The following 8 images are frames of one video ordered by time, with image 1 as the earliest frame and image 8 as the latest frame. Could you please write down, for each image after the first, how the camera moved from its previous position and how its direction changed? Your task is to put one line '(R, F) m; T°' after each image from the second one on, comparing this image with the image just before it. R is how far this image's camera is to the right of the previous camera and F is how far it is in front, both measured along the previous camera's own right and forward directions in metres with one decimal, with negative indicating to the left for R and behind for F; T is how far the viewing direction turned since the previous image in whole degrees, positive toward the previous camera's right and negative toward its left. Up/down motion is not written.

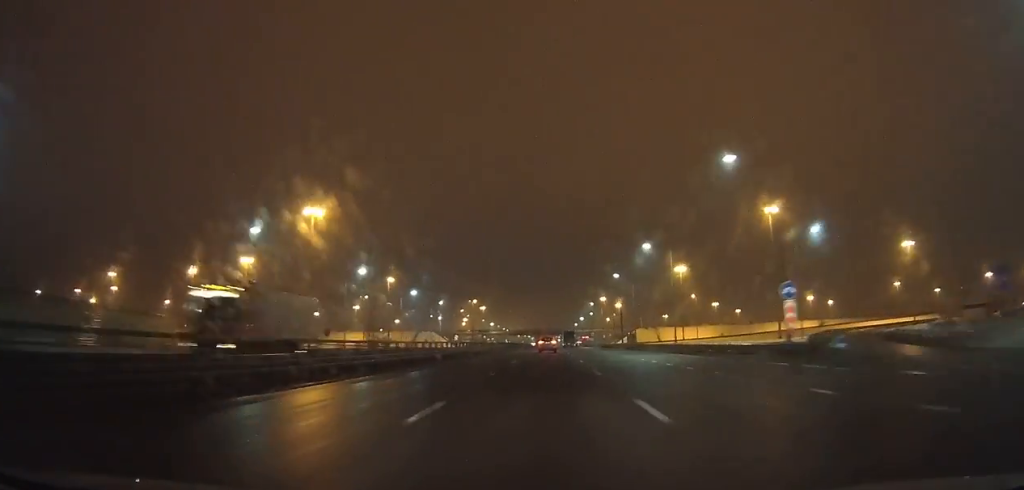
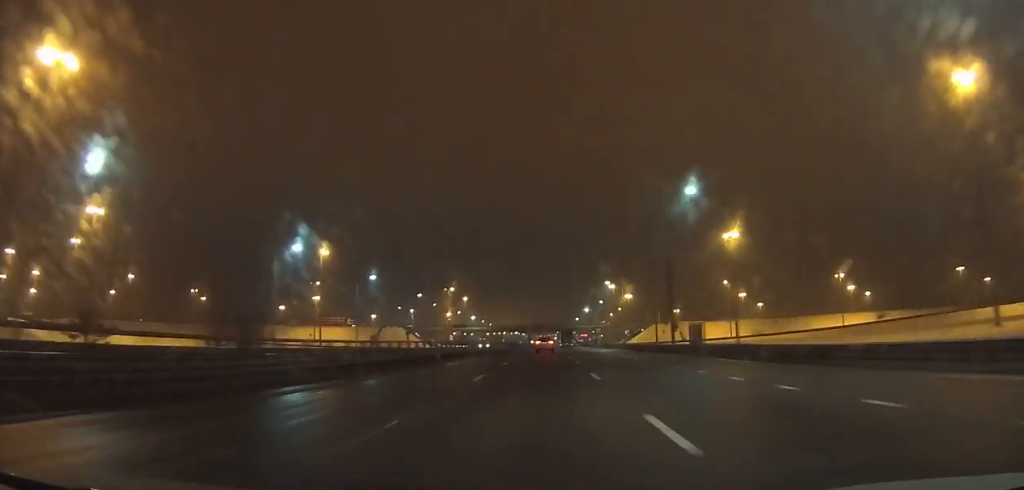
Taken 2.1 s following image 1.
(+0.3, +50.5) m; 0°
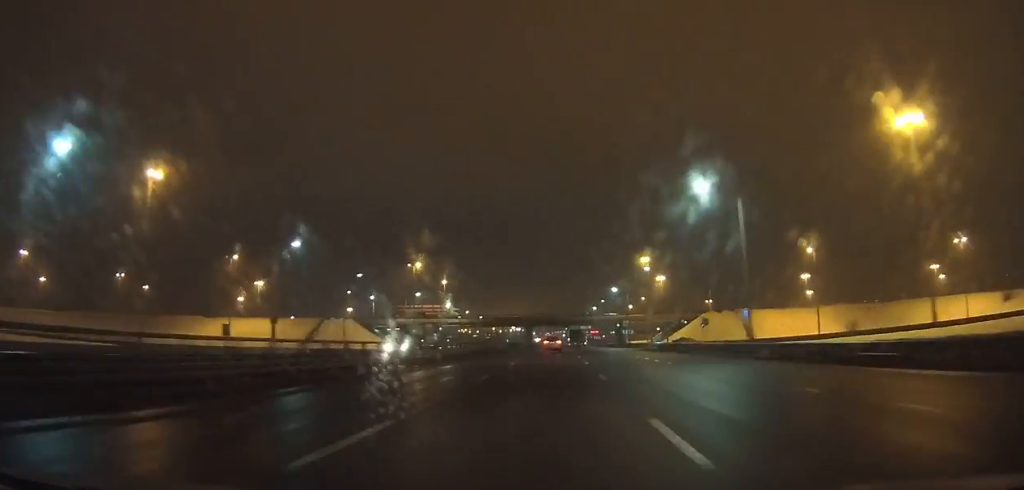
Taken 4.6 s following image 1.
(-0.1, +60.0) m; 0°
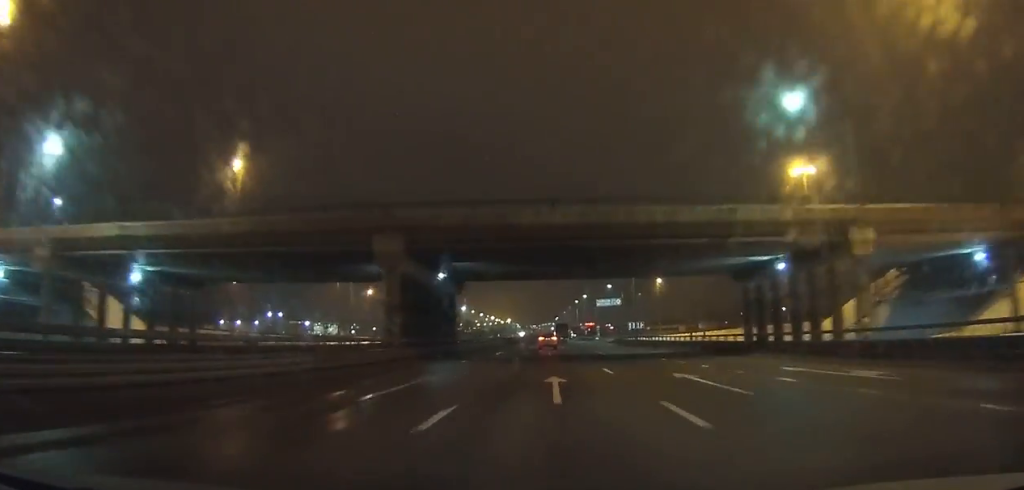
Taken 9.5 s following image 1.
(+0.6, +117.9) m; +1°
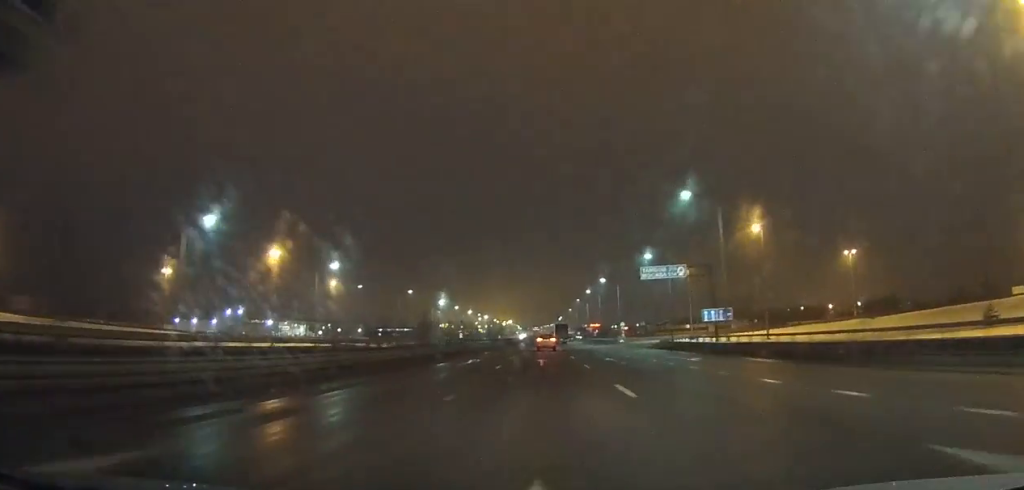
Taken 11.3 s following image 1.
(+0.1, +43.4) m; 0°
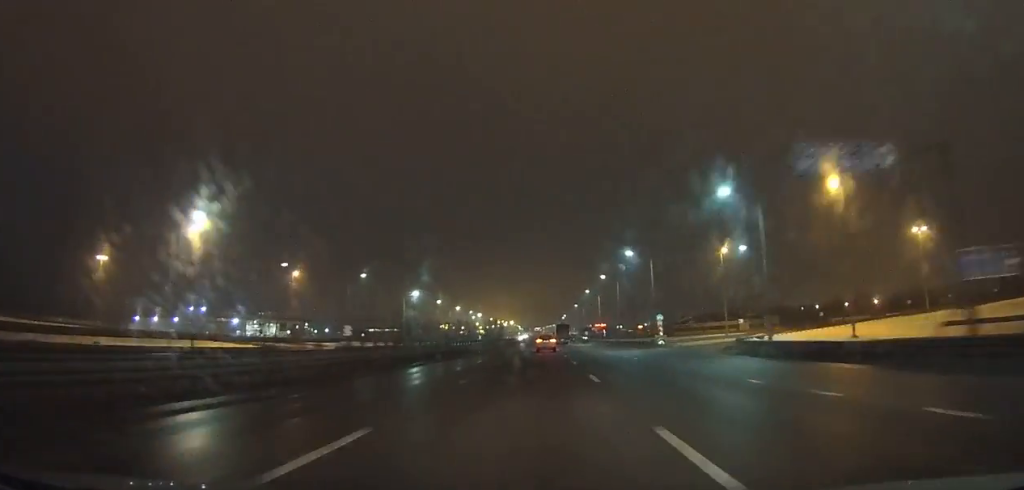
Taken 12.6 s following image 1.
(0.0, +31.4) m; 0°
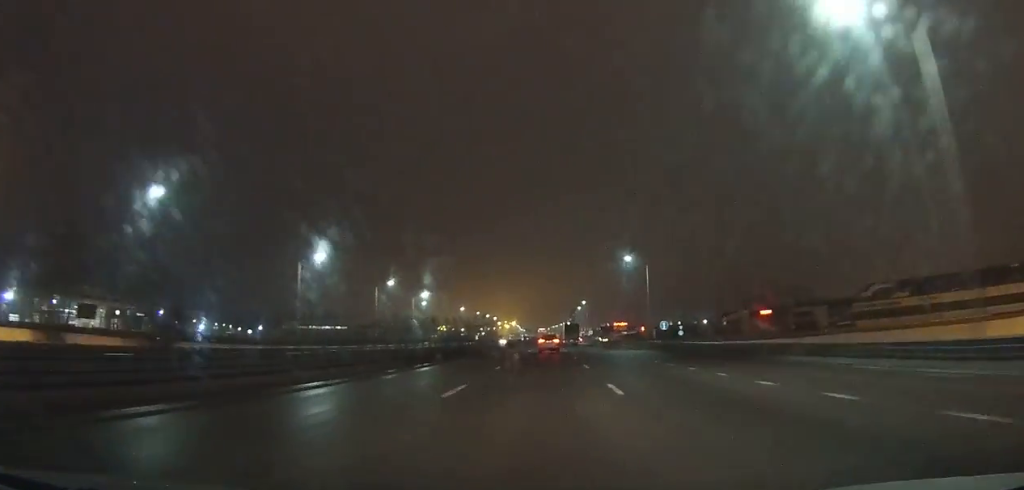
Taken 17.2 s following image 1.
(-0.9, +111.2) m; 0°
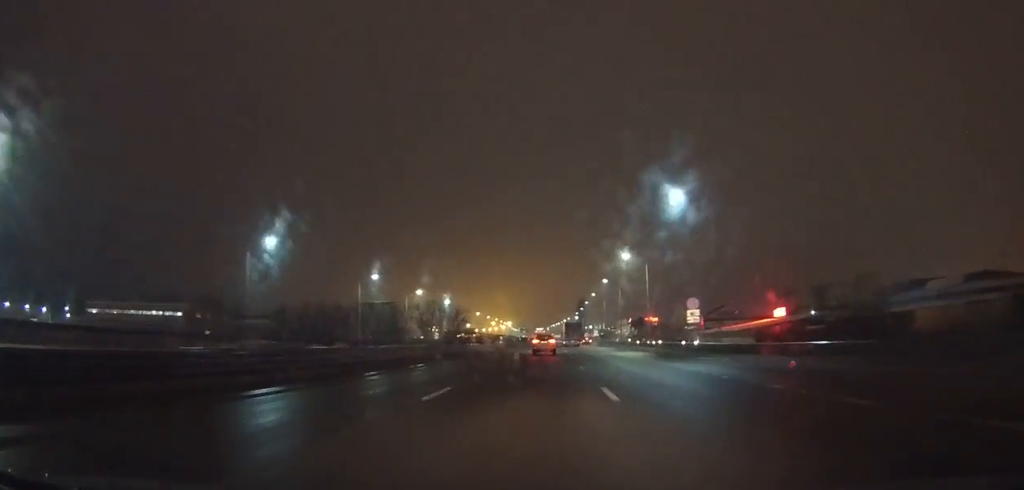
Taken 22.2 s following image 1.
(+0.3, +121.3) m; 0°
